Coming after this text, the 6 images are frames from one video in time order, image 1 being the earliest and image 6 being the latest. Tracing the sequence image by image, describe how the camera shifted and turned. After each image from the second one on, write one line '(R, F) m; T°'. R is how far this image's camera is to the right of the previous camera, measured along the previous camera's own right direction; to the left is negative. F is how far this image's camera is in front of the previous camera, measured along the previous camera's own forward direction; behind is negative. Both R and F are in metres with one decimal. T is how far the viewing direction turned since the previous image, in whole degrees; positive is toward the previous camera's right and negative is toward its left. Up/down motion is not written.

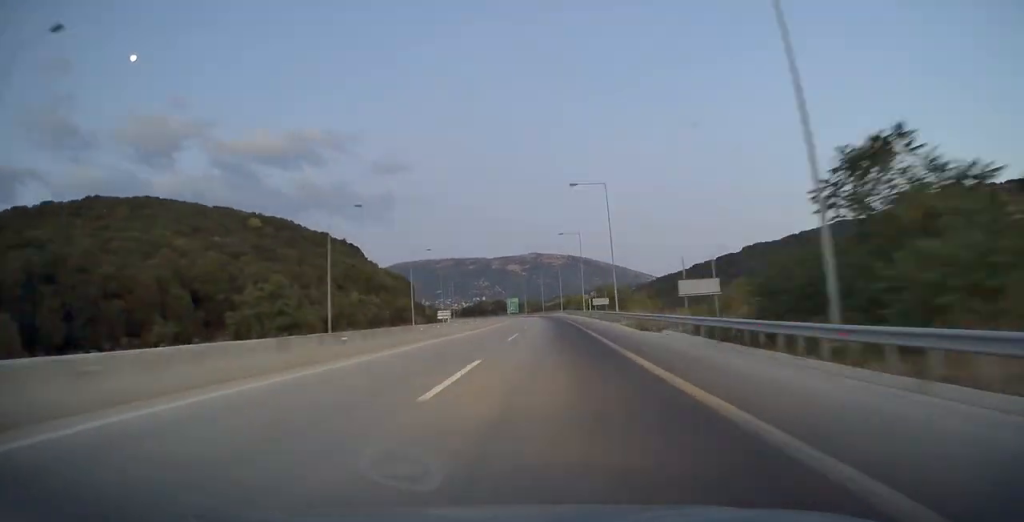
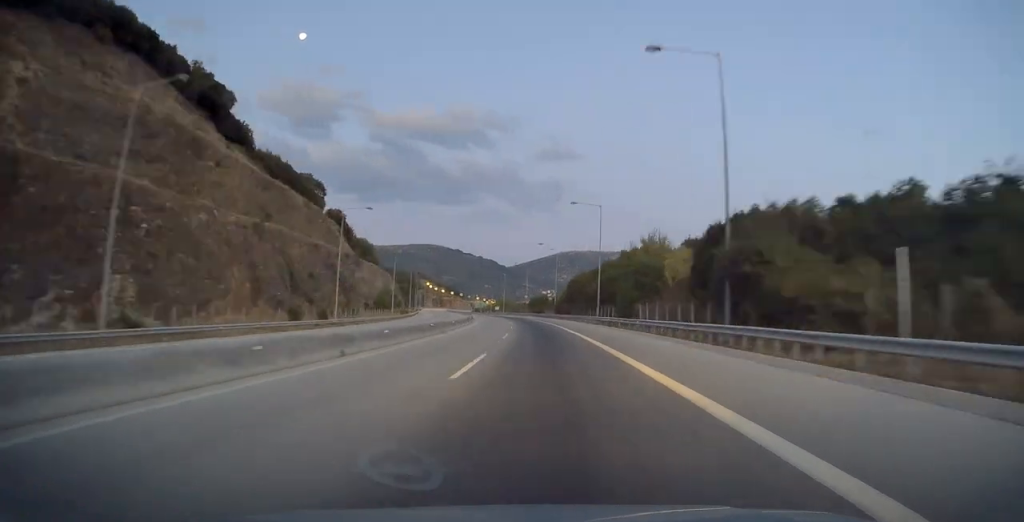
(-25.7, +266.8) m; -14°
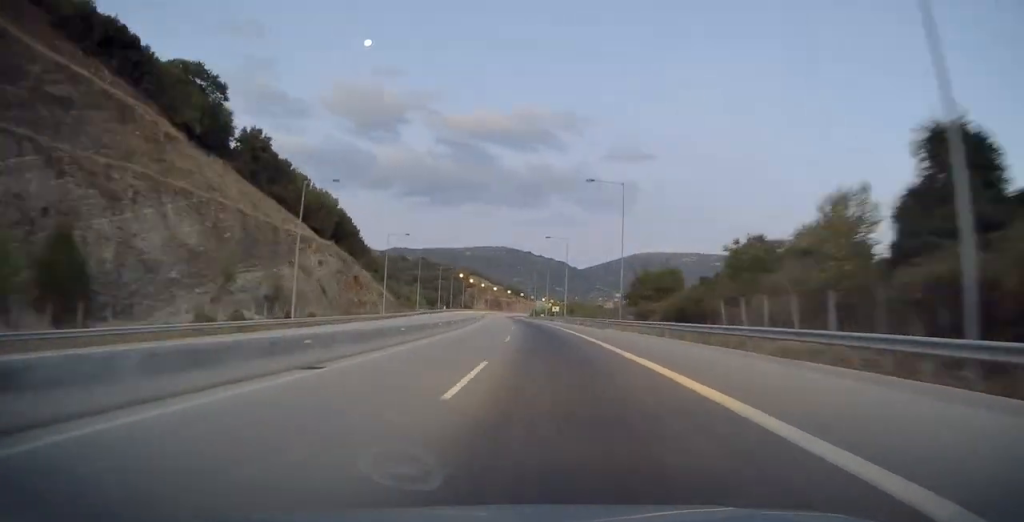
(-5.0, +96.9) m; -3°
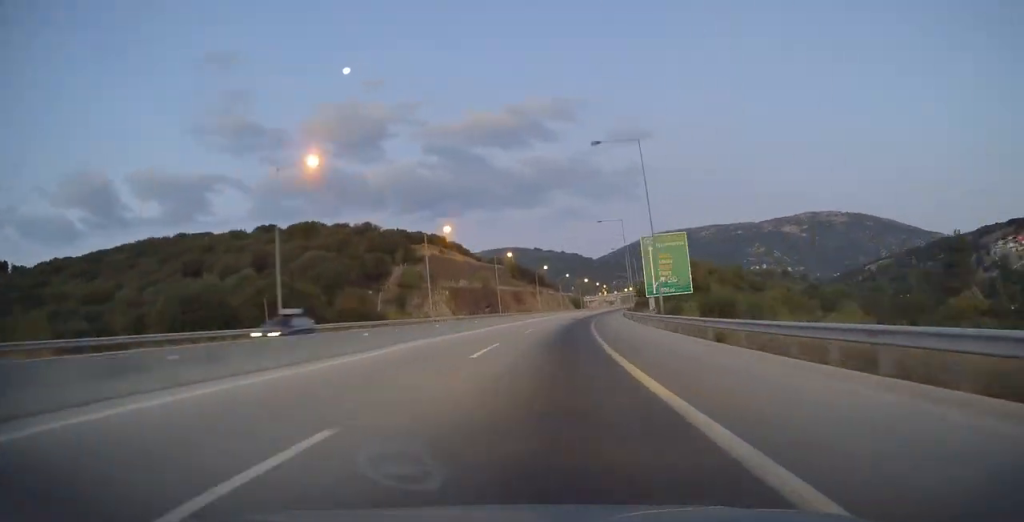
(-8.7, +258.2) m; +2°
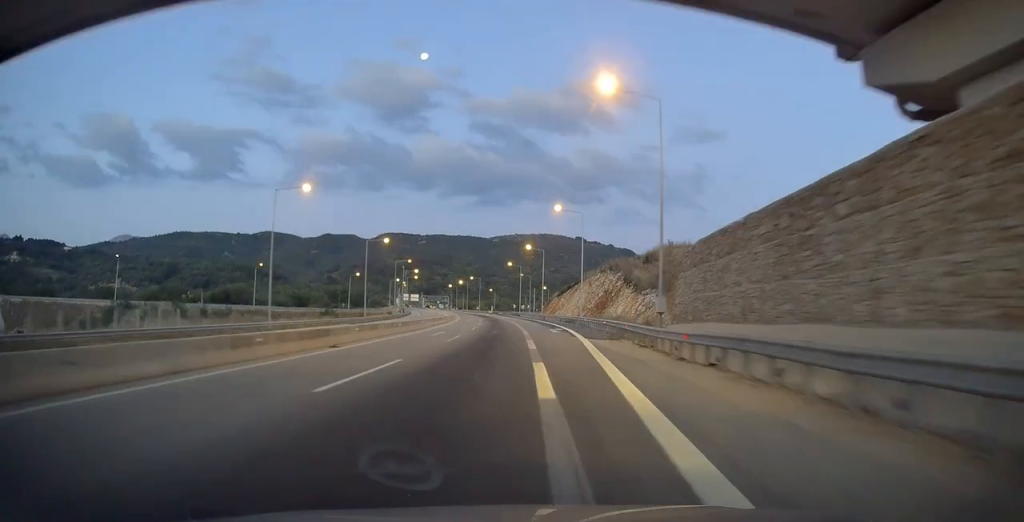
(-6.6, +551.7) m; -9°
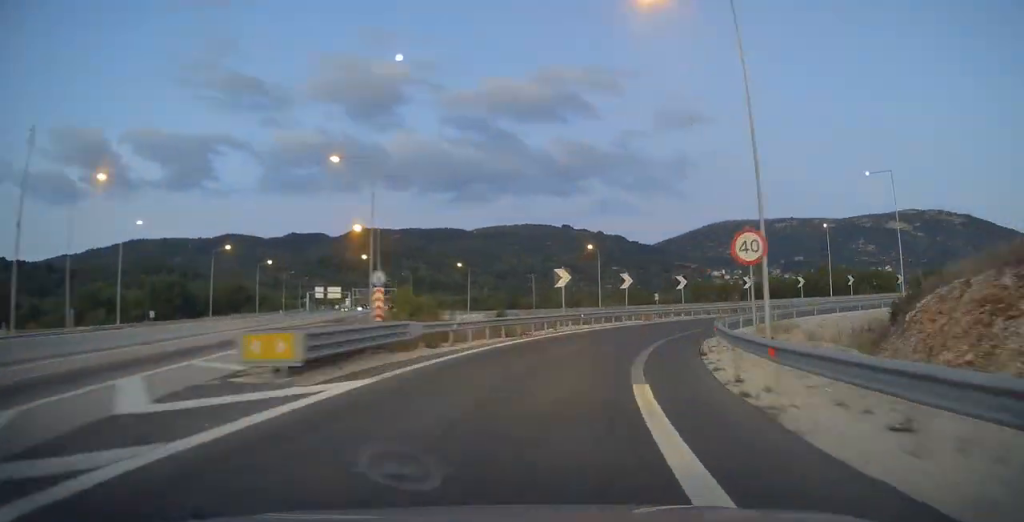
(-0.2, +147.6) m; +32°
